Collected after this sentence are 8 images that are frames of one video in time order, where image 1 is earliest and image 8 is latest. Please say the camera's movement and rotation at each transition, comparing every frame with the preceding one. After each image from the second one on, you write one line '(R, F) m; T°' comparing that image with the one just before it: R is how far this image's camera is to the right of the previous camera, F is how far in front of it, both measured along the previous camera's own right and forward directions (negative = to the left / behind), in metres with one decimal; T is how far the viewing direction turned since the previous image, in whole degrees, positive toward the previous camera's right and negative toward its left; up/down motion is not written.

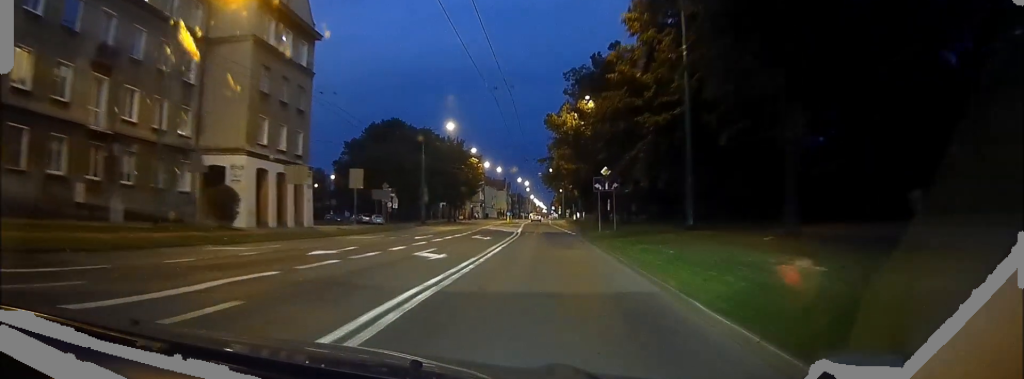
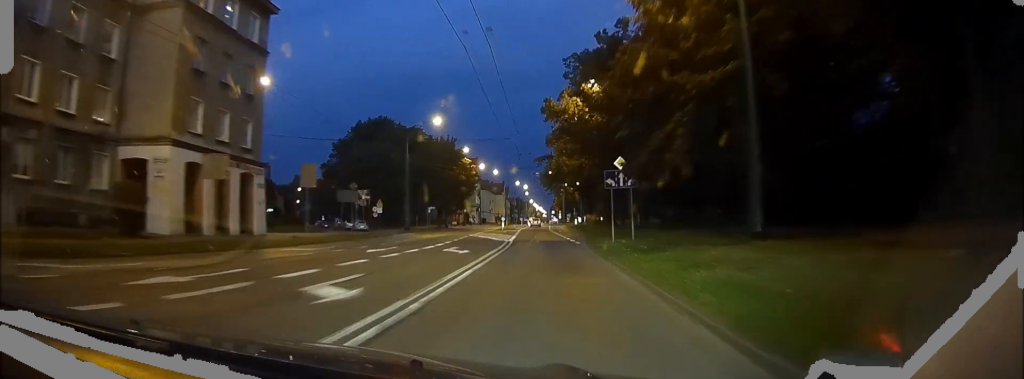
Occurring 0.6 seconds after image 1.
(0.0, +8.5) m; 0°
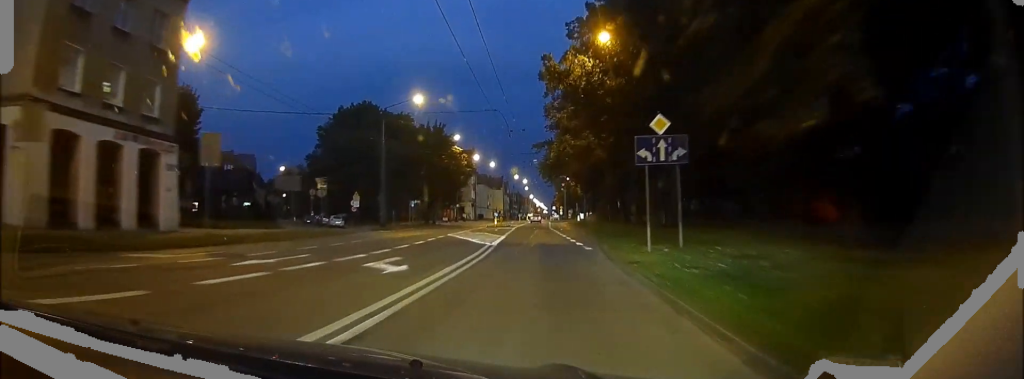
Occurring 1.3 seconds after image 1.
(0.0, +10.7) m; 0°
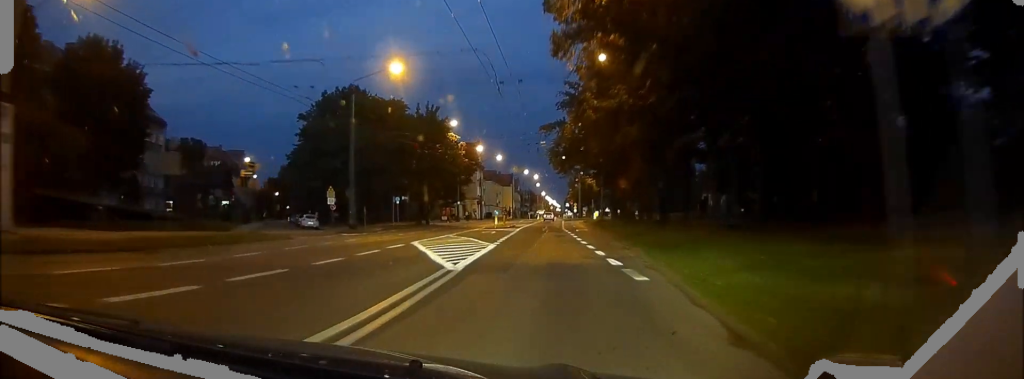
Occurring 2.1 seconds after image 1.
(0.0, +12.8) m; -1°
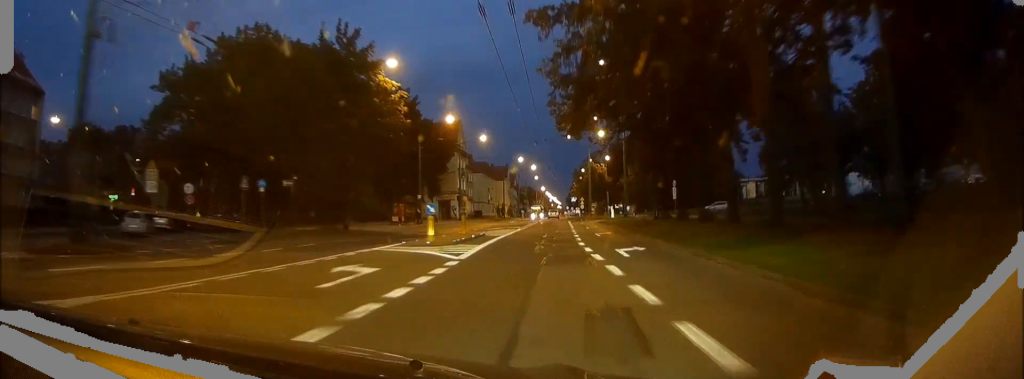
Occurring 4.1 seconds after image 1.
(-1.0, +31.0) m; -2°
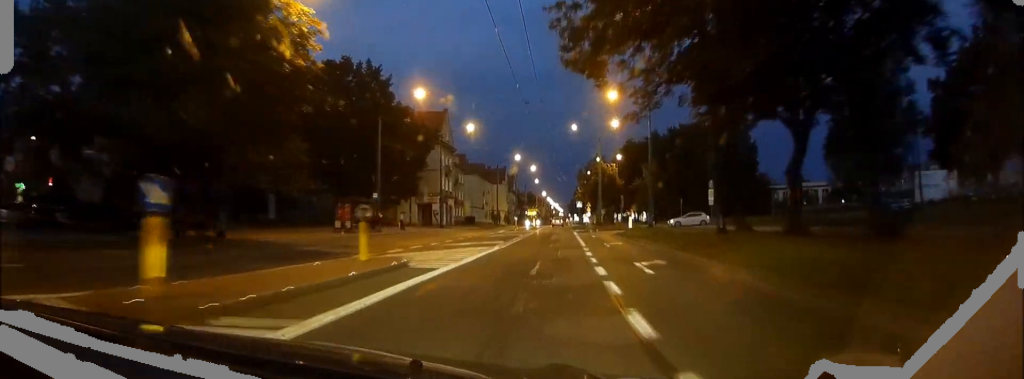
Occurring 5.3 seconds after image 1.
(+0.3, +18.0) m; +1°
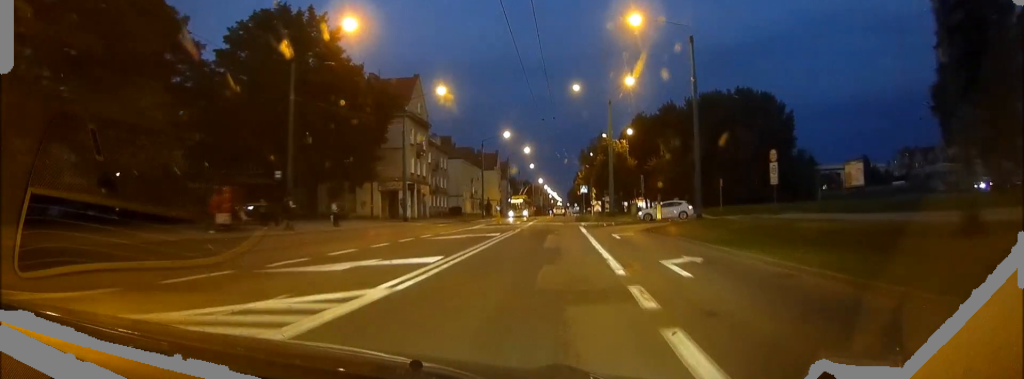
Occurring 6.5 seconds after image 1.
(+0.1, +18.7) m; 0°
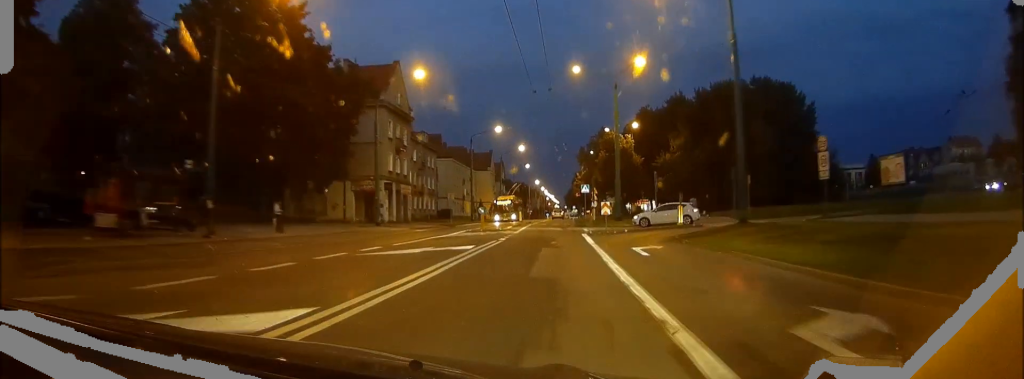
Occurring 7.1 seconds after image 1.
(-0.1, +9.0) m; 0°
